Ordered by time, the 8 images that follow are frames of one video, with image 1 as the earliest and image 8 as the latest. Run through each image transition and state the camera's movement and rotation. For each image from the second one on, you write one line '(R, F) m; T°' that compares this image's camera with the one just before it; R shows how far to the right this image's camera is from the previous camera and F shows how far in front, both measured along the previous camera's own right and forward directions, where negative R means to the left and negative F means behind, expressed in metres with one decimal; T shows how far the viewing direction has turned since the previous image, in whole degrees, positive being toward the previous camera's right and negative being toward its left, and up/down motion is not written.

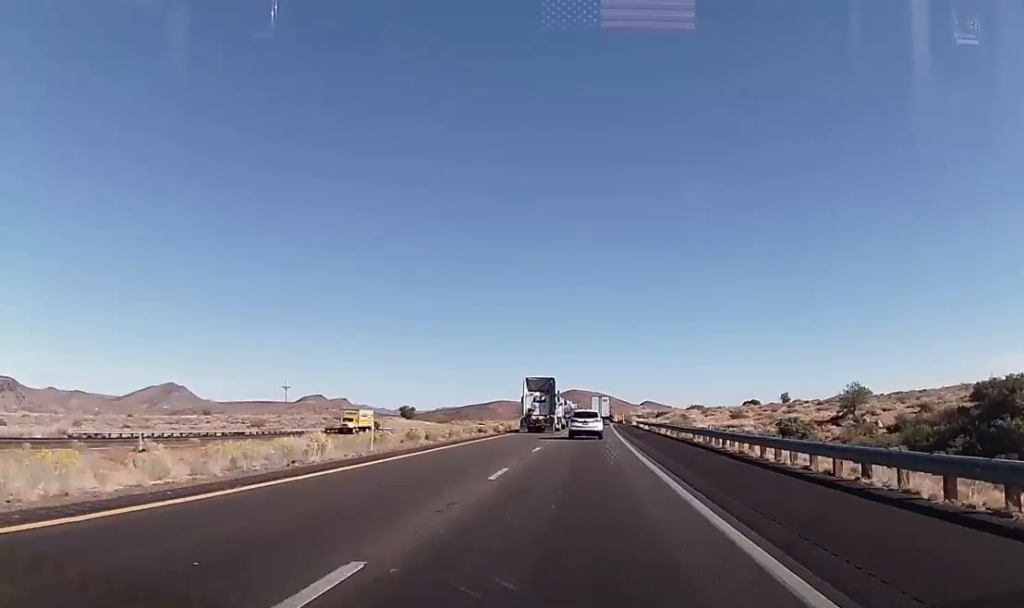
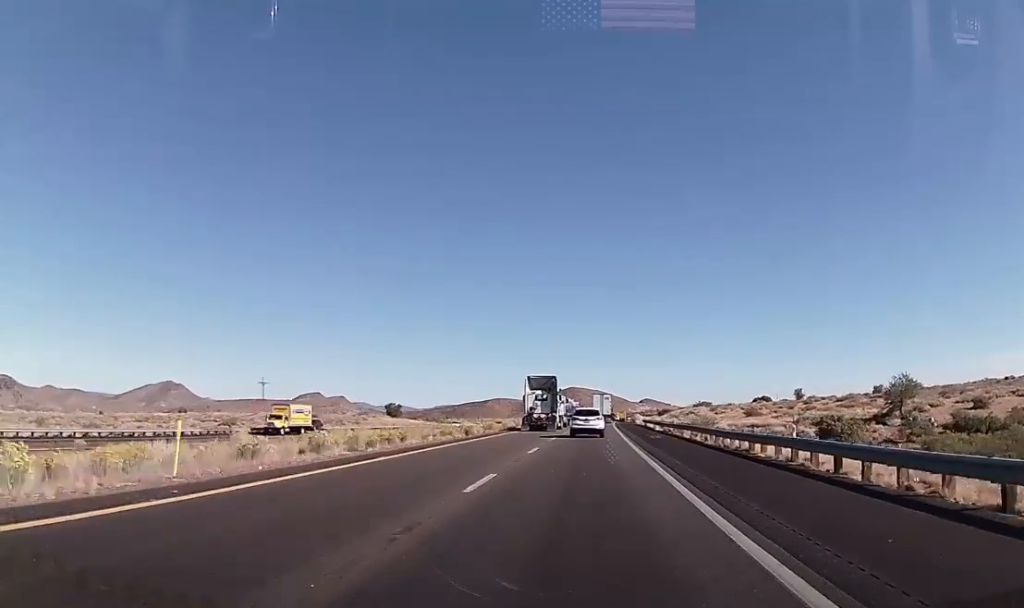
(-0.2, +15.1) m; 0°
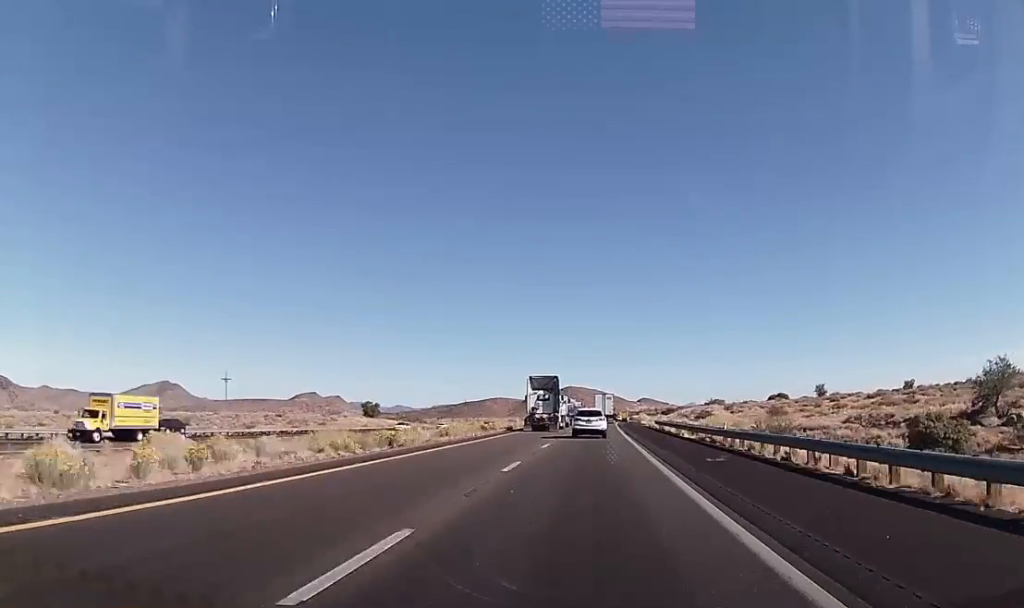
(-0.1, +20.5) m; 0°
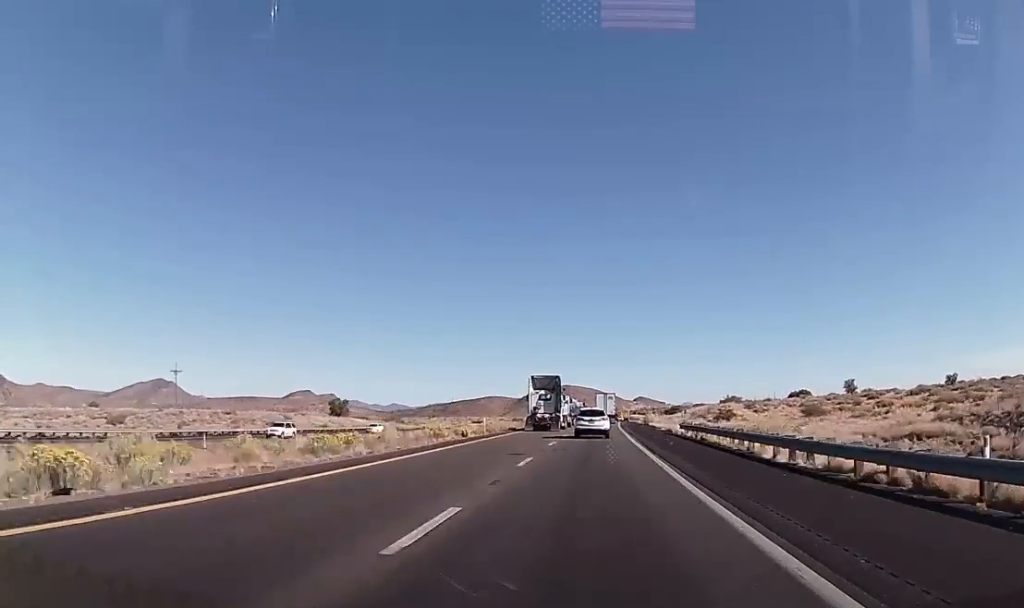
(+0.3, +22.5) m; +1°
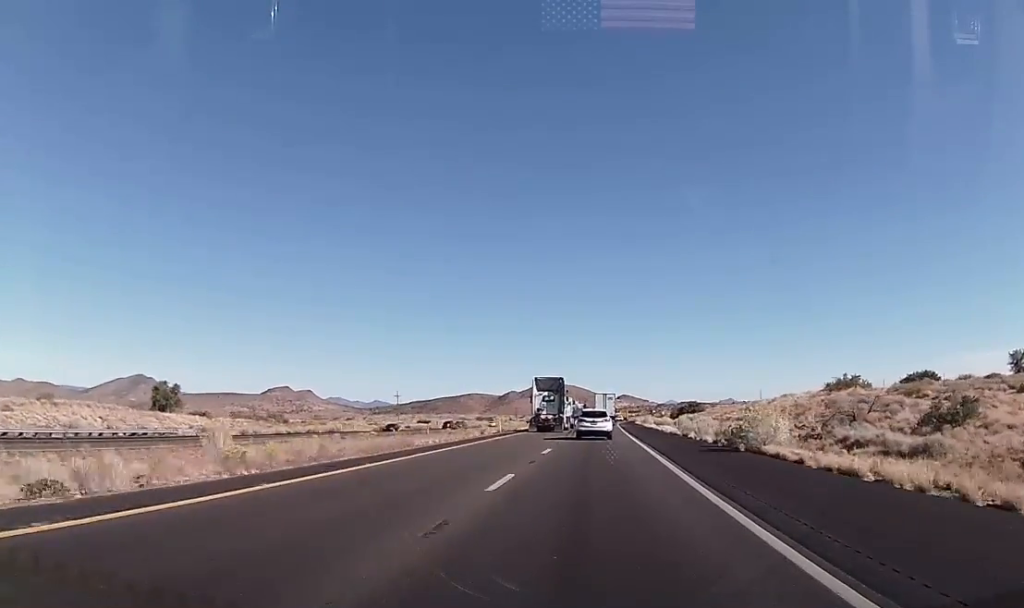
(+0.2, +68.3) m; +1°
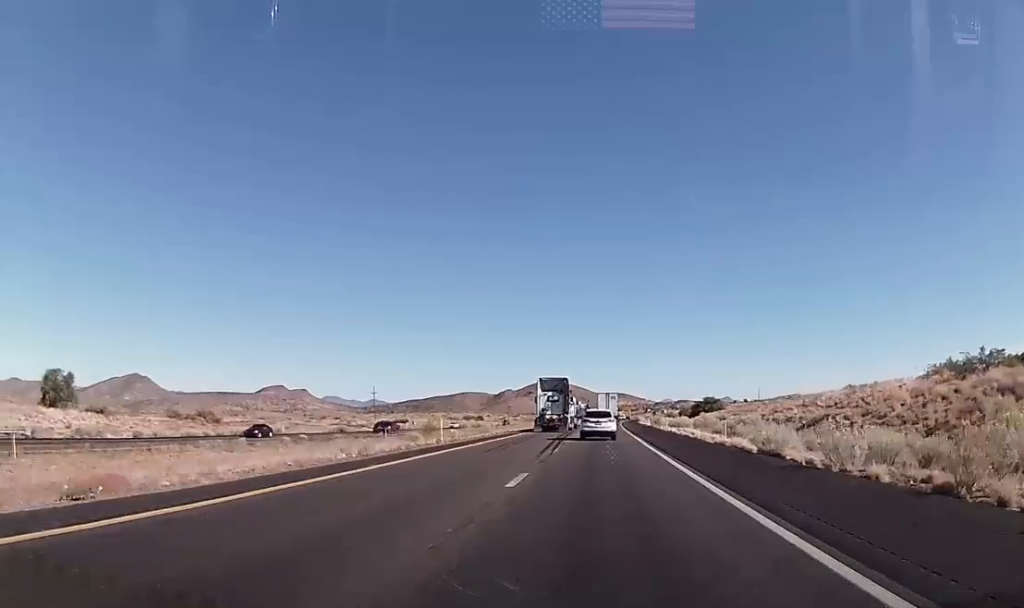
(+0.5, +24.3) m; 0°
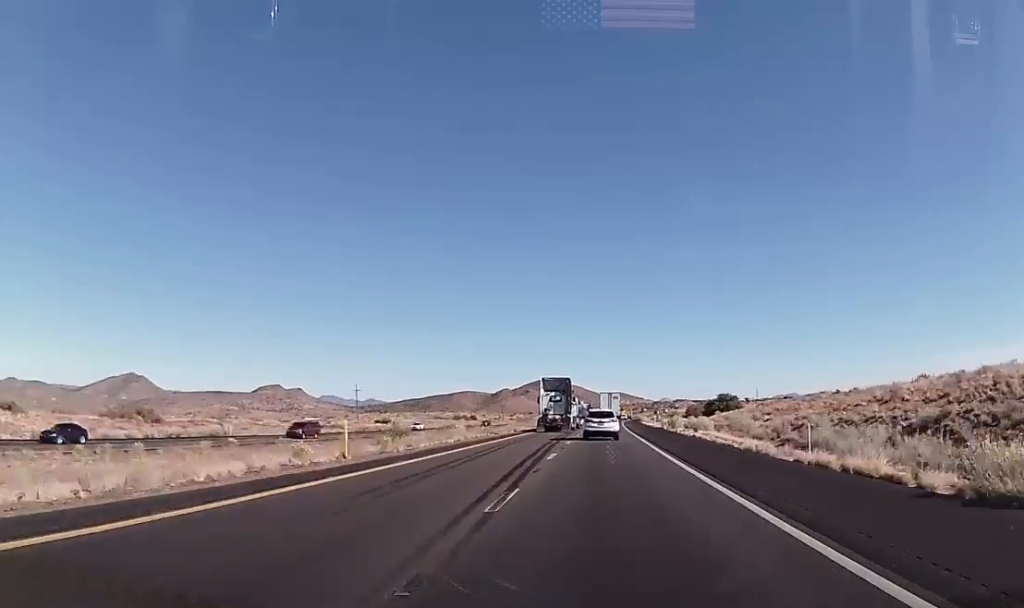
(-0.1, +15.8) m; 0°
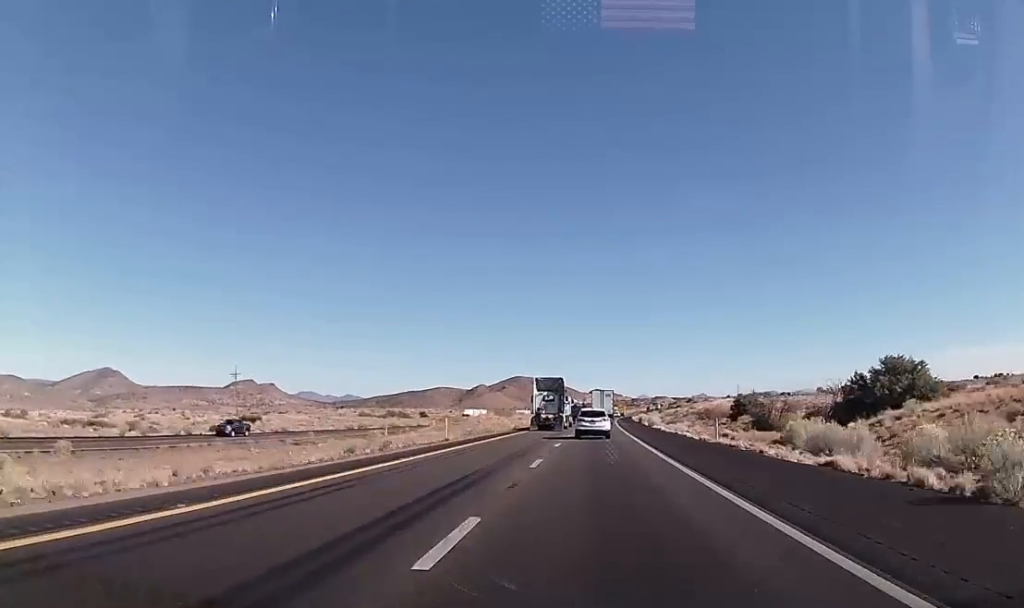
(+0.7, +65.5) m; +2°
